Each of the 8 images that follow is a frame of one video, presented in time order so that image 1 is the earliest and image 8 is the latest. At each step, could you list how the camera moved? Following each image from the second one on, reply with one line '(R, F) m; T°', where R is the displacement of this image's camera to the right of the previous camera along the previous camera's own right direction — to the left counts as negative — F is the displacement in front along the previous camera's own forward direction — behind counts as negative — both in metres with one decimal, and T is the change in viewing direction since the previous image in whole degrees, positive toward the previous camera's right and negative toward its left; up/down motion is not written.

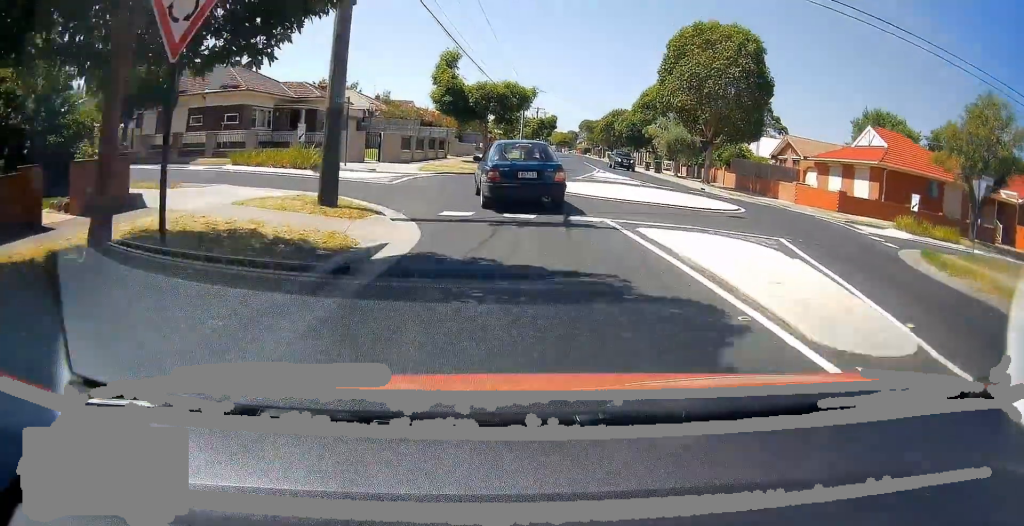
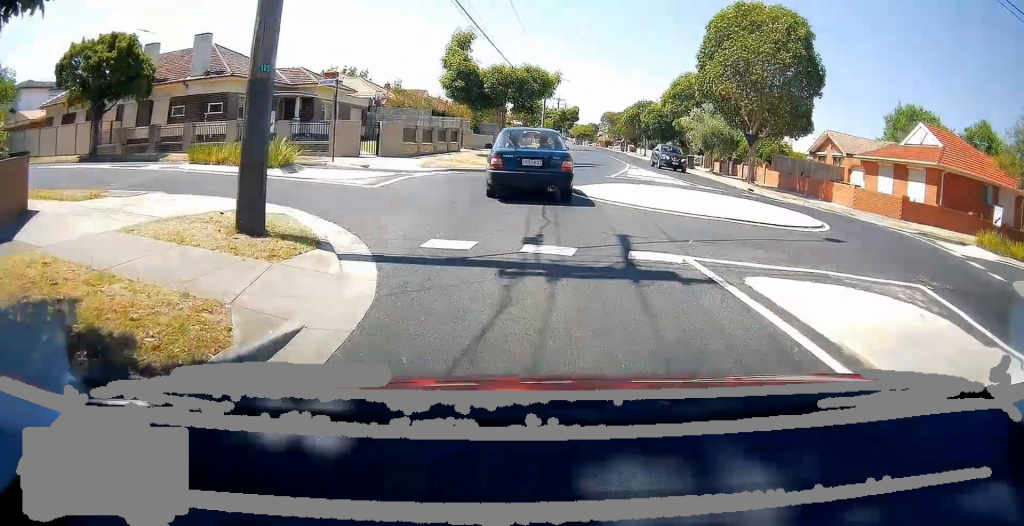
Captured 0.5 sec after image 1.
(+0.1, +4.0) m; -2°
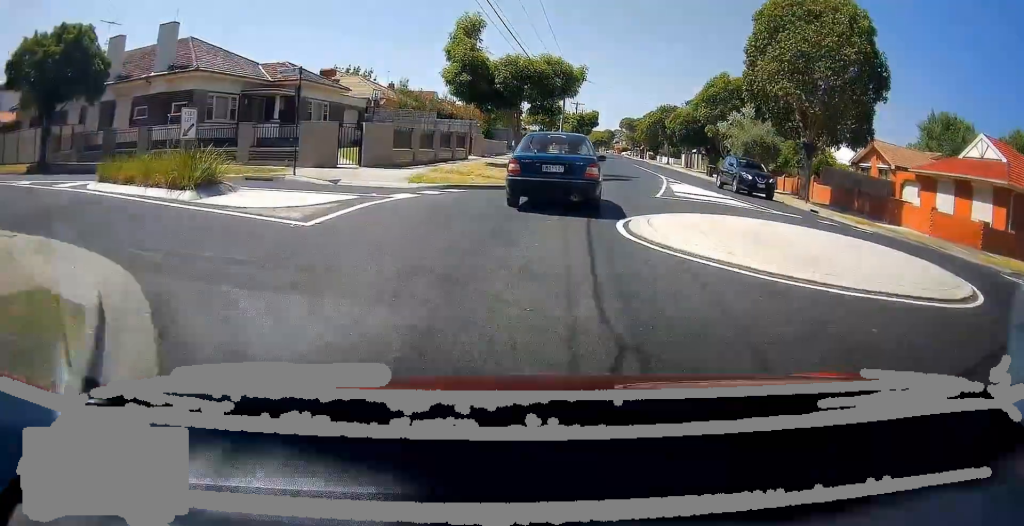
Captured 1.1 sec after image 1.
(-0.1, +4.5) m; -1°
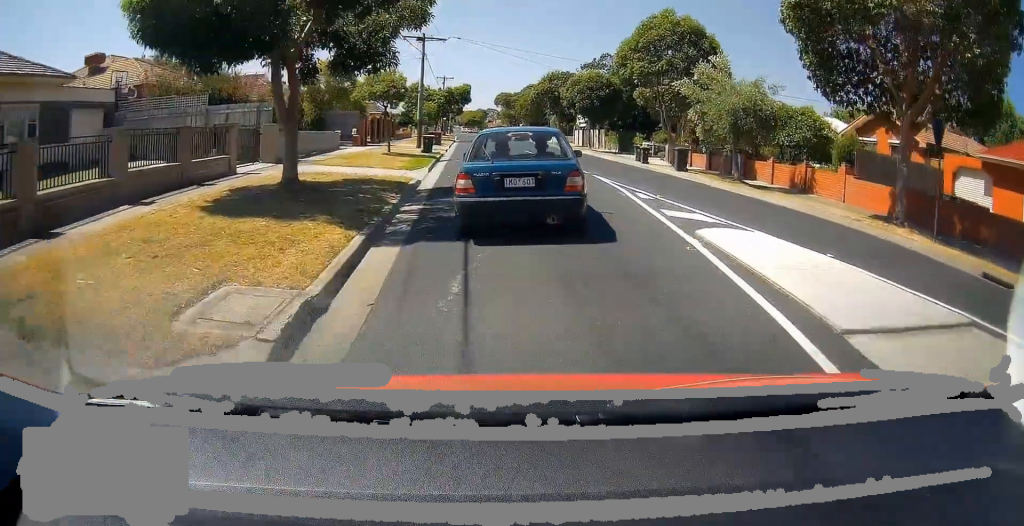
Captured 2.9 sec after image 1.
(+0.1, +14.6) m; +6°
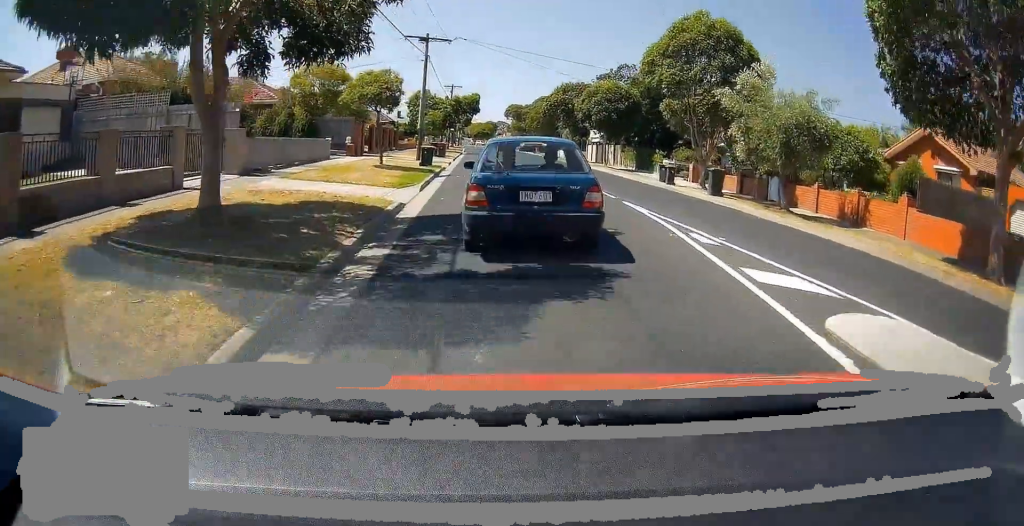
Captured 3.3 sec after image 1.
(+0.1, +3.5) m; +2°
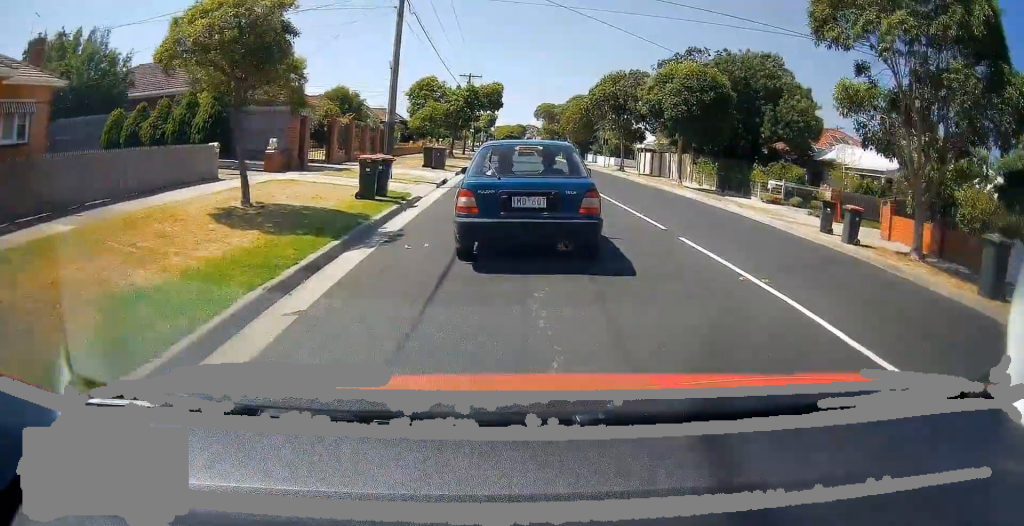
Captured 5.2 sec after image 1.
(+0.6, +15.0) m; +1°
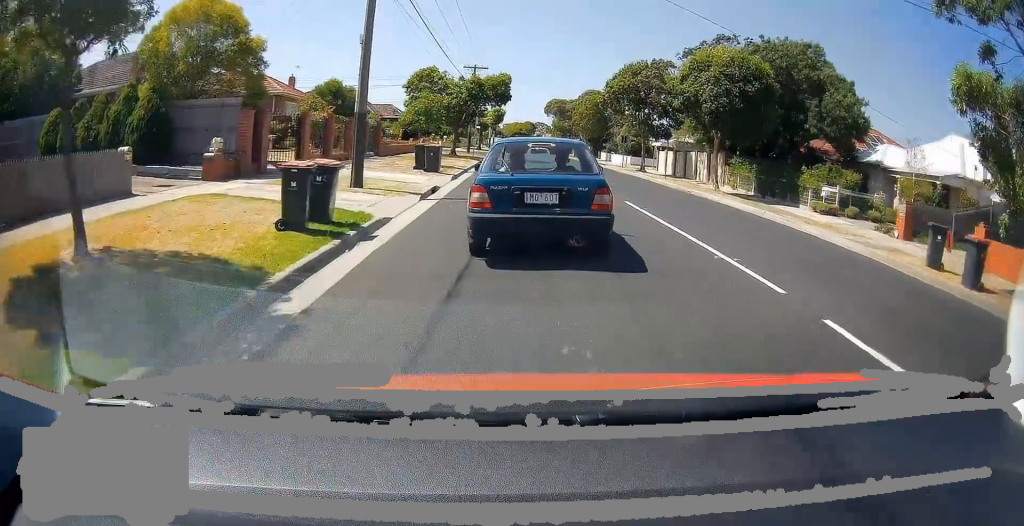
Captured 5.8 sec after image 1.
(-0.1, +5.0) m; -1°
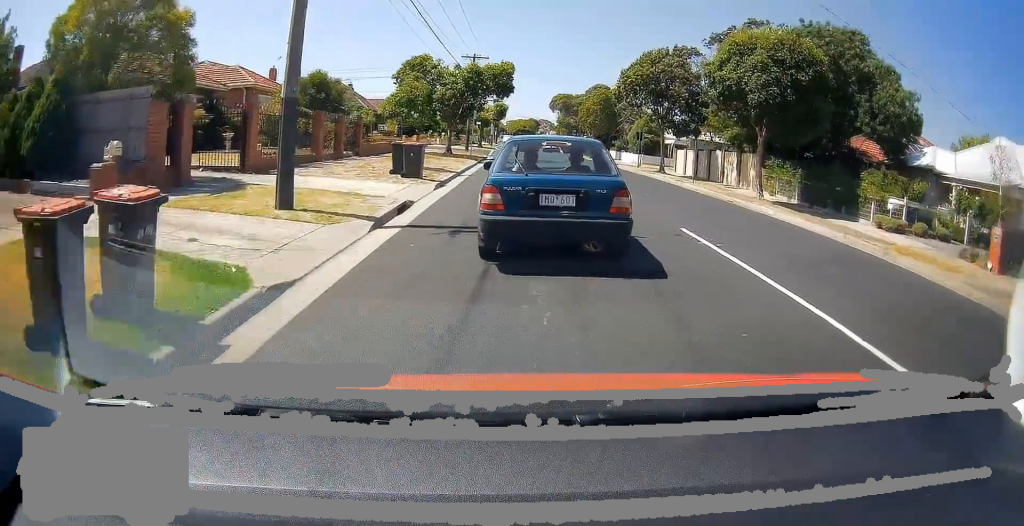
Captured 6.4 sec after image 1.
(+0.1, +4.8) m; 0°
